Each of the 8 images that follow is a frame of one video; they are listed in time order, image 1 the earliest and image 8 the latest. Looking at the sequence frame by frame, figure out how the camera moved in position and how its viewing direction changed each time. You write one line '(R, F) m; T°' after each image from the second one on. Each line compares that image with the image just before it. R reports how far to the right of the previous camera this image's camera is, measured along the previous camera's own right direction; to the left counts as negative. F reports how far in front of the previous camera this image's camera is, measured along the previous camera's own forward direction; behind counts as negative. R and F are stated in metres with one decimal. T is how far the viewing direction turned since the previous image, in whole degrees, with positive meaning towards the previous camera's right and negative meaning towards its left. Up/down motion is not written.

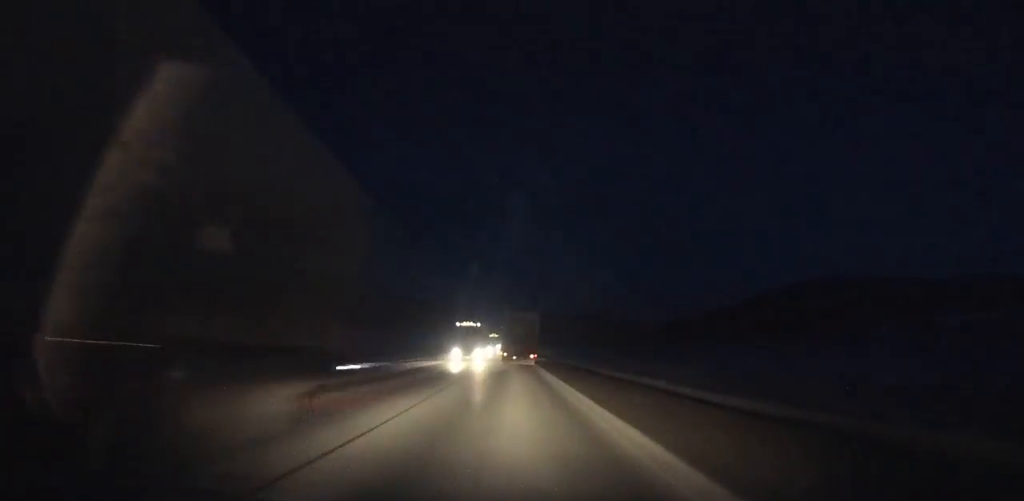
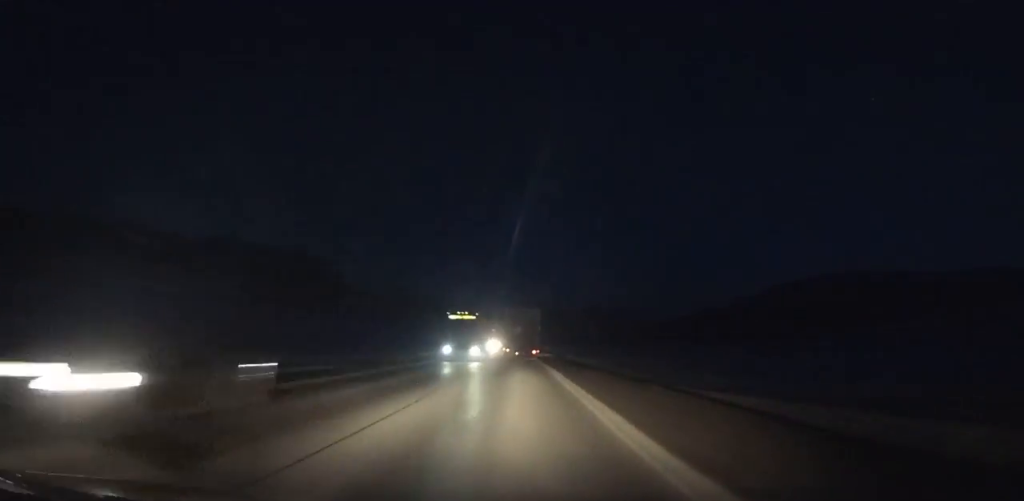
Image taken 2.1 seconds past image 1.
(-0.1, +39.2) m; 0°
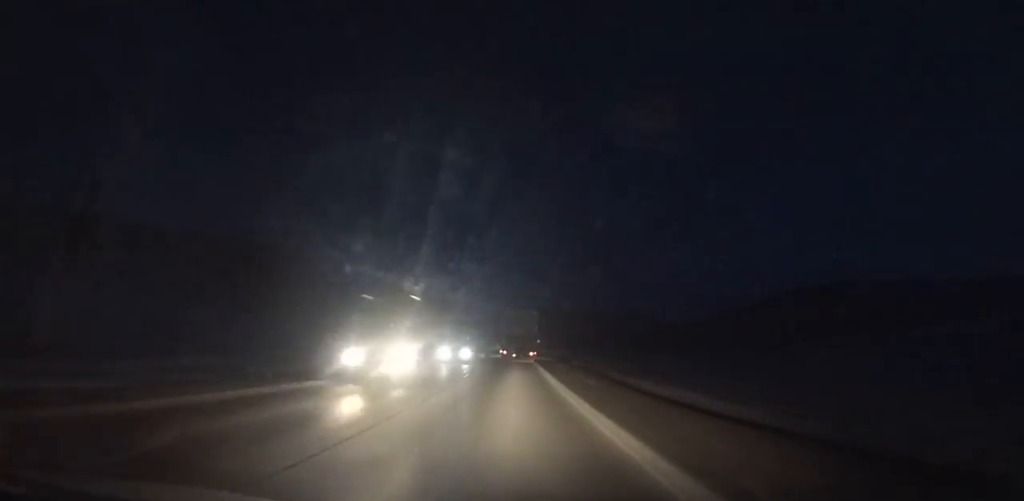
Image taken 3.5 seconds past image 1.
(0.0, +26.0) m; 0°
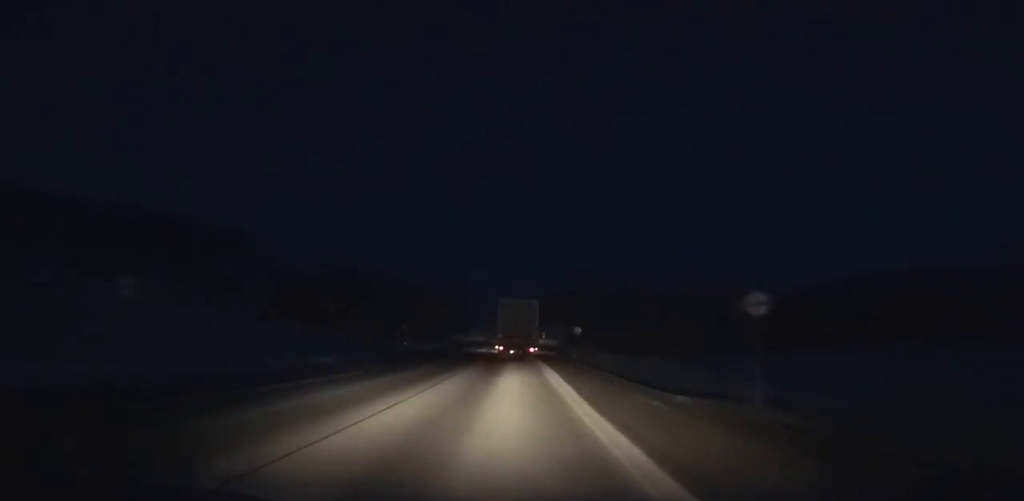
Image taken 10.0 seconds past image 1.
(-0.9, +116.6) m; -1°
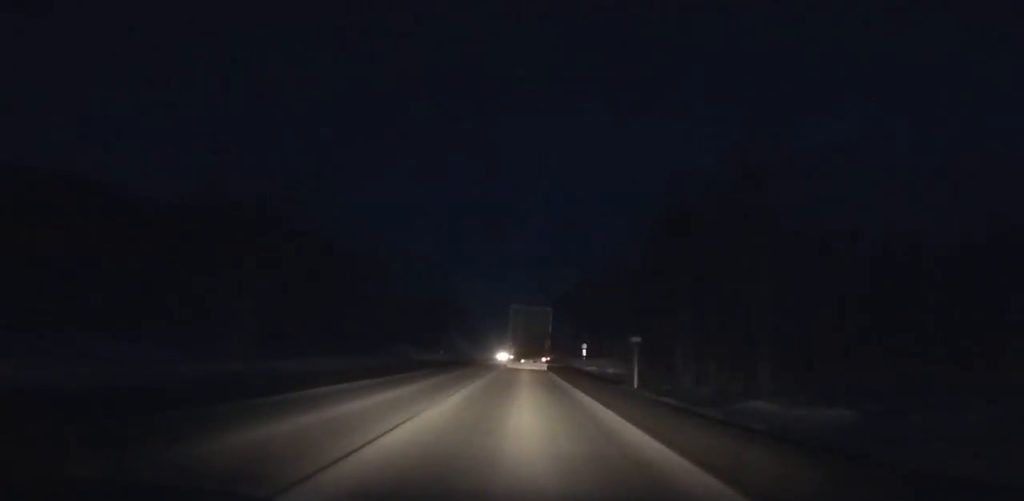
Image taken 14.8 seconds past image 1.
(-0.9, +80.0) m; 0°
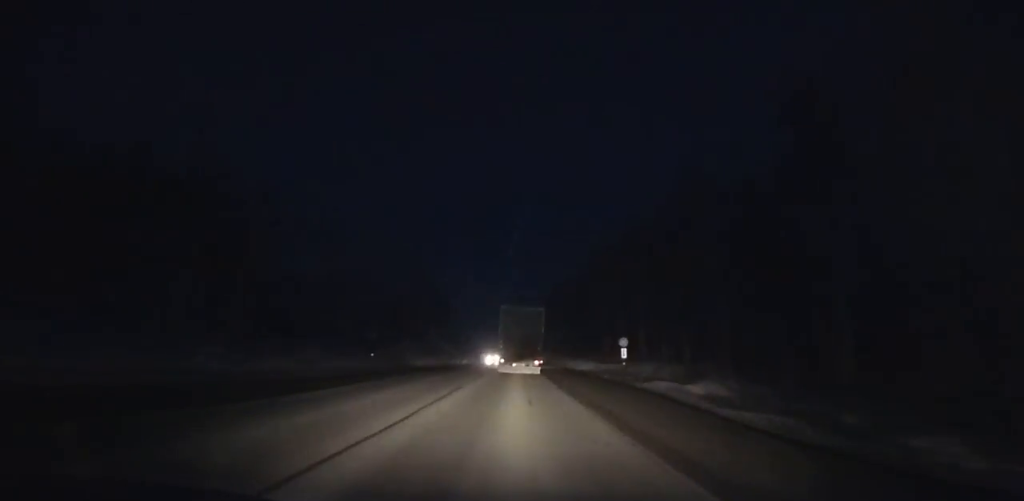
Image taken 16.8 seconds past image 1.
(+0.1, +31.9) m; 0°
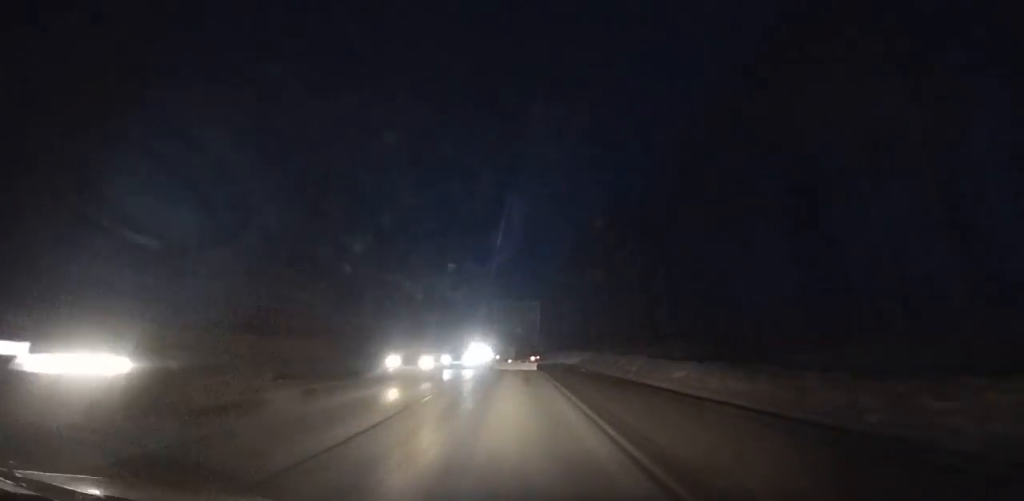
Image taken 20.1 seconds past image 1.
(-0.1, +50.7) m; -1°
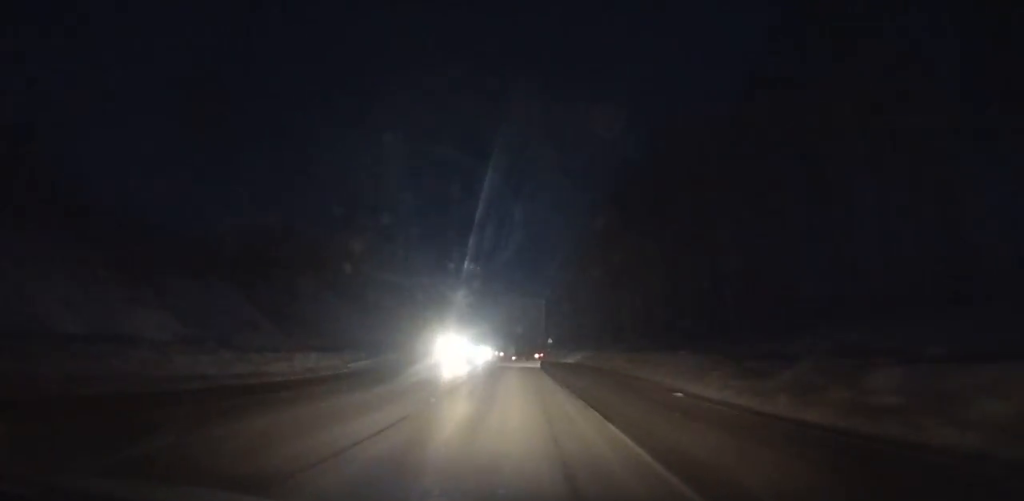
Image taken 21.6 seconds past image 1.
(-0.1, +22.5) m; 0°
